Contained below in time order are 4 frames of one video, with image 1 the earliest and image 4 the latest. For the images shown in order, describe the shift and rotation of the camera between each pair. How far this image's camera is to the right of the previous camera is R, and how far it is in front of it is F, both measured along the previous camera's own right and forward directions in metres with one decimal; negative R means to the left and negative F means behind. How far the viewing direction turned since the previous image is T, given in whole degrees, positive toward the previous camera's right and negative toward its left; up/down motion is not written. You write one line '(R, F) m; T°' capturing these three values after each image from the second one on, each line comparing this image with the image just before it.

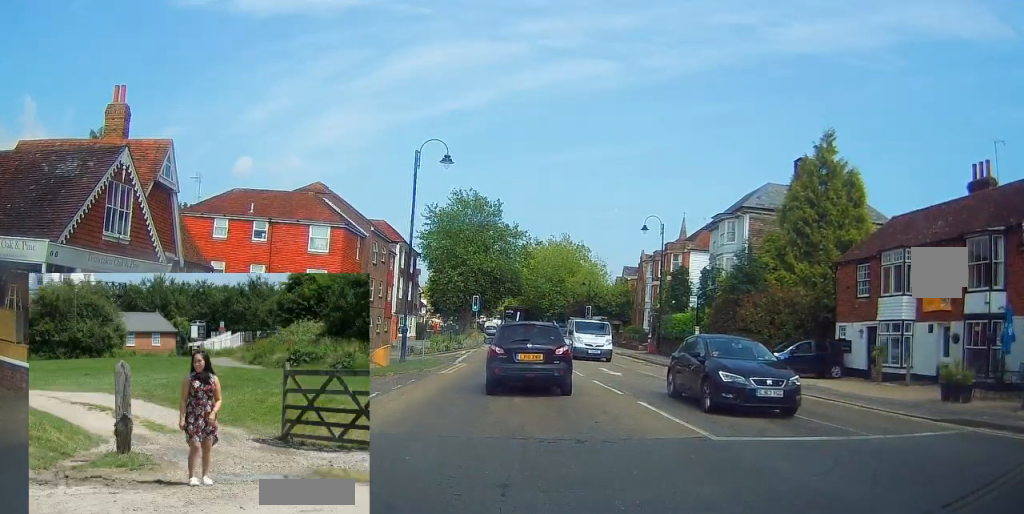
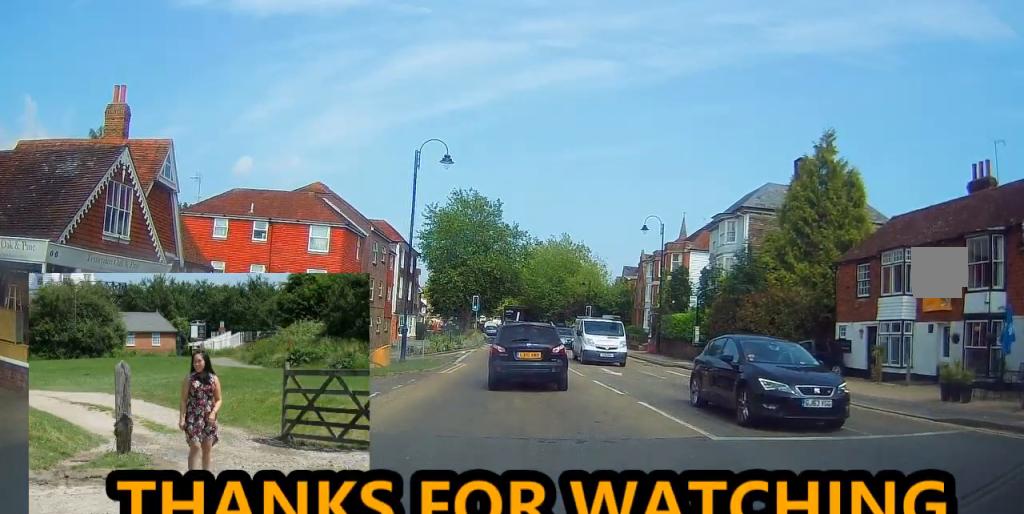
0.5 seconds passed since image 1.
(0.0, 0.0) m; 0°
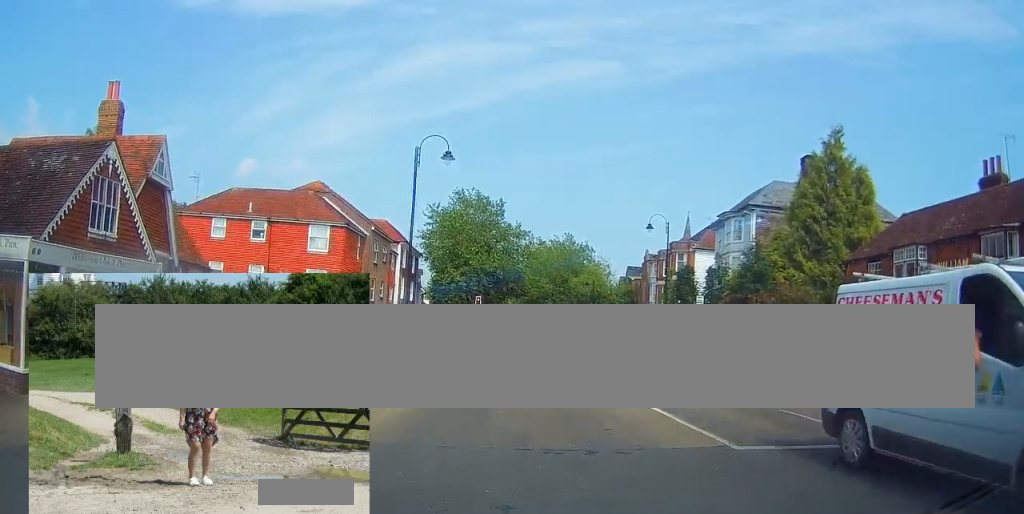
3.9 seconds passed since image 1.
(+0.1, +1.6) m; +2°
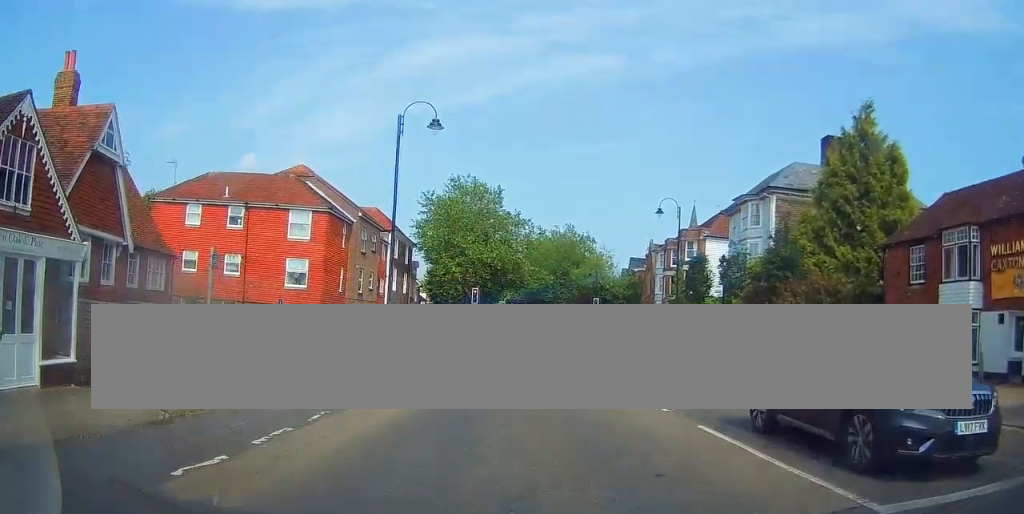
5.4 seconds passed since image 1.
(+0.3, +3.4) m; +6°
